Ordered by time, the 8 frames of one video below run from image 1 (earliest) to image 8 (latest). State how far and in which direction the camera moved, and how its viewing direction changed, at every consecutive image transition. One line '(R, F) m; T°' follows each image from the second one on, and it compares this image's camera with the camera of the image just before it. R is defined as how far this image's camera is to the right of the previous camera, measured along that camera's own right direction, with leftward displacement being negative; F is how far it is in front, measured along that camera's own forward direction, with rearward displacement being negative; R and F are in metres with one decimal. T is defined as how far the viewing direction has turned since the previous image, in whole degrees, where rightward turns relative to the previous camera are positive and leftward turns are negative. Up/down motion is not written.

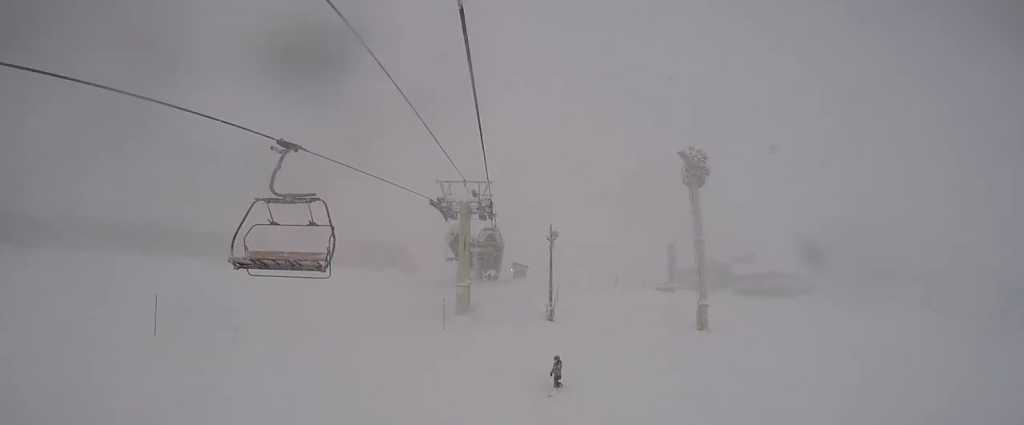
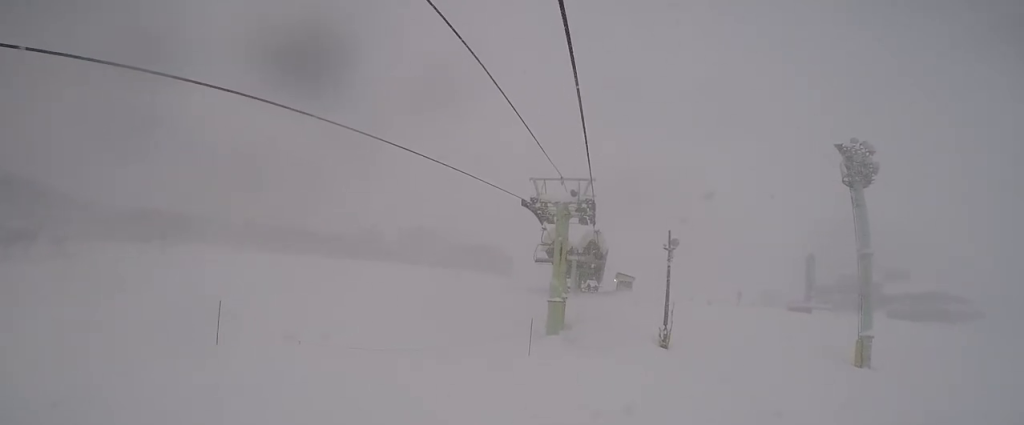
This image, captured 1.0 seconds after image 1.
(-0.7, +3.9) m; -5°
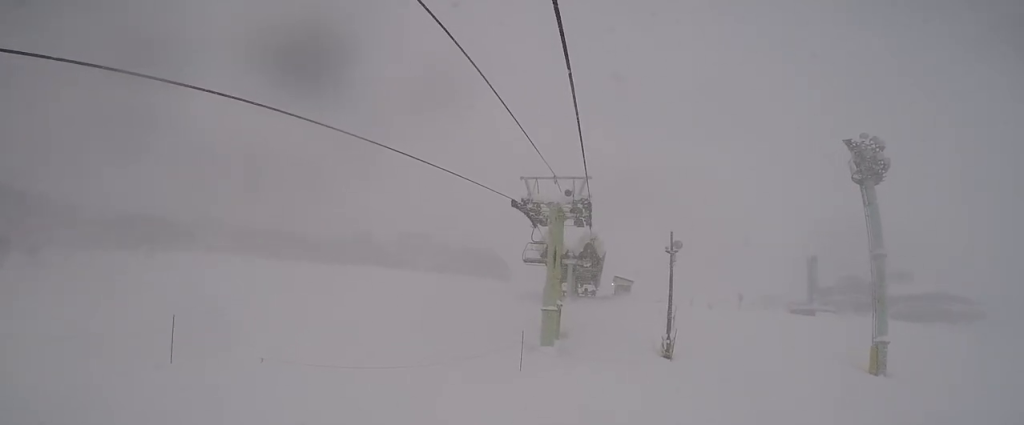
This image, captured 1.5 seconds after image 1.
(-0.2, +1.8) m; -1°
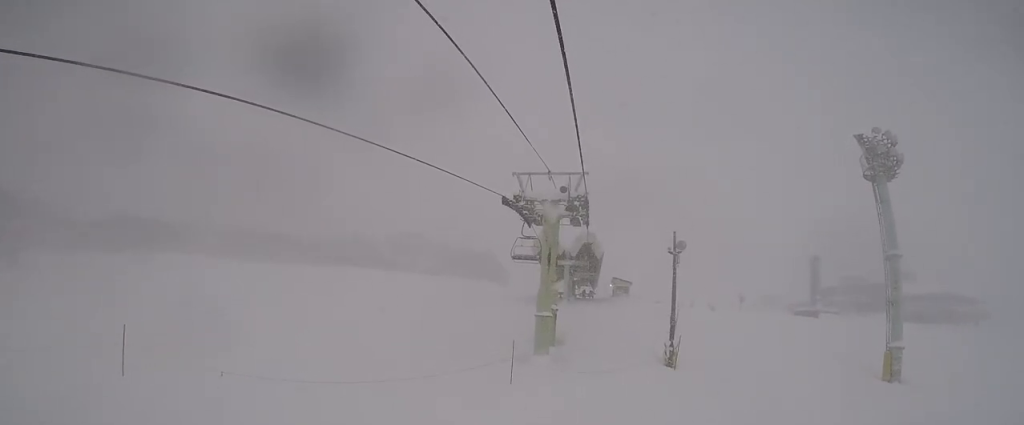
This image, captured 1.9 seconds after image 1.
(+0.5, +1.7) m; +4°
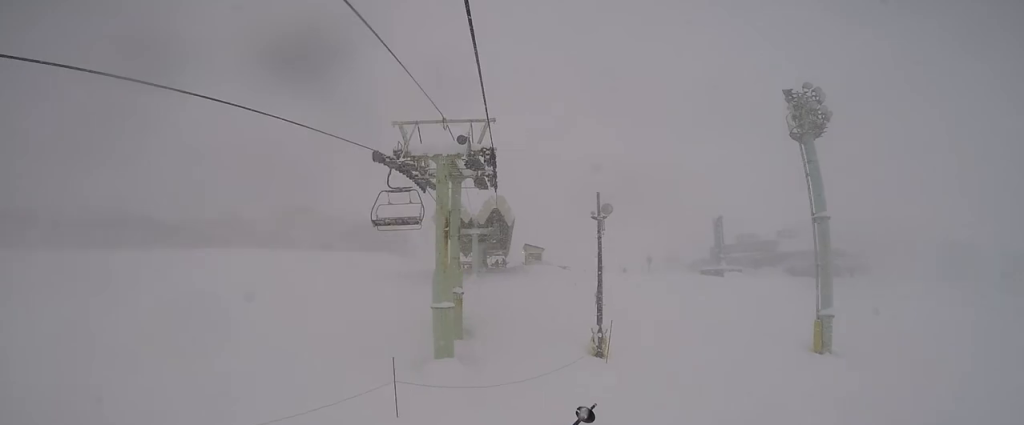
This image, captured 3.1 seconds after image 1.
(+0.2, +4.6) m; +10°
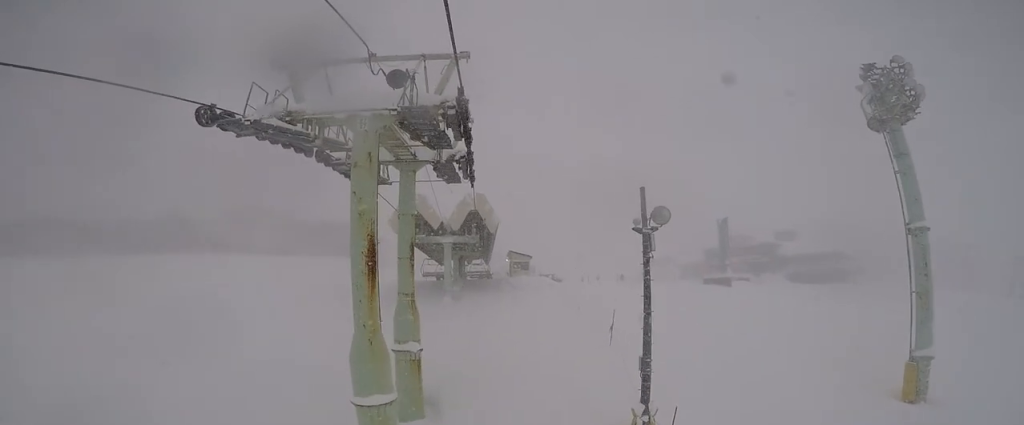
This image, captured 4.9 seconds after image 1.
(+1.0, +7.3) m; -4°
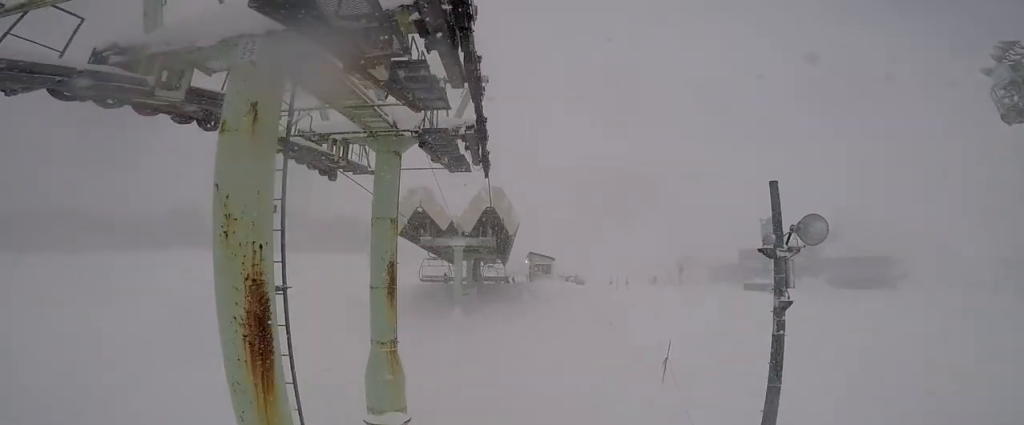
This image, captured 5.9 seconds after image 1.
(-1.1, +4.4) m; -7°
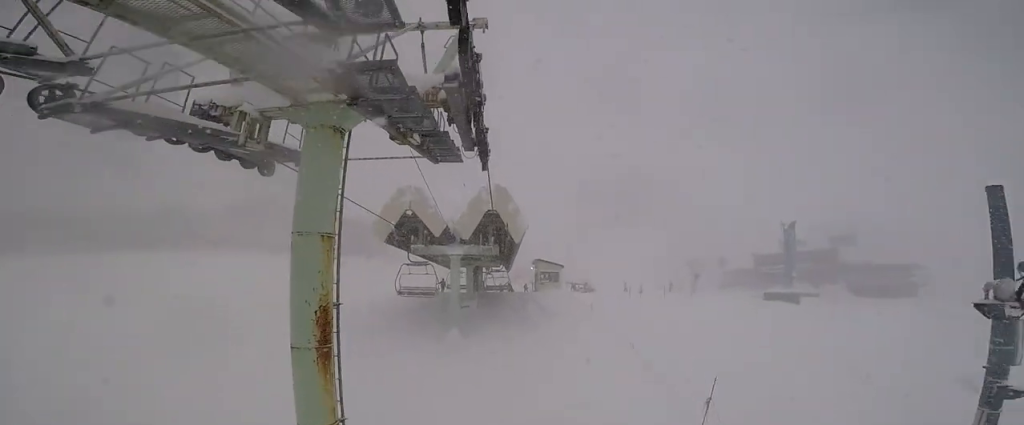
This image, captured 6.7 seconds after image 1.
(+0.2, +3.0) m; +3°
